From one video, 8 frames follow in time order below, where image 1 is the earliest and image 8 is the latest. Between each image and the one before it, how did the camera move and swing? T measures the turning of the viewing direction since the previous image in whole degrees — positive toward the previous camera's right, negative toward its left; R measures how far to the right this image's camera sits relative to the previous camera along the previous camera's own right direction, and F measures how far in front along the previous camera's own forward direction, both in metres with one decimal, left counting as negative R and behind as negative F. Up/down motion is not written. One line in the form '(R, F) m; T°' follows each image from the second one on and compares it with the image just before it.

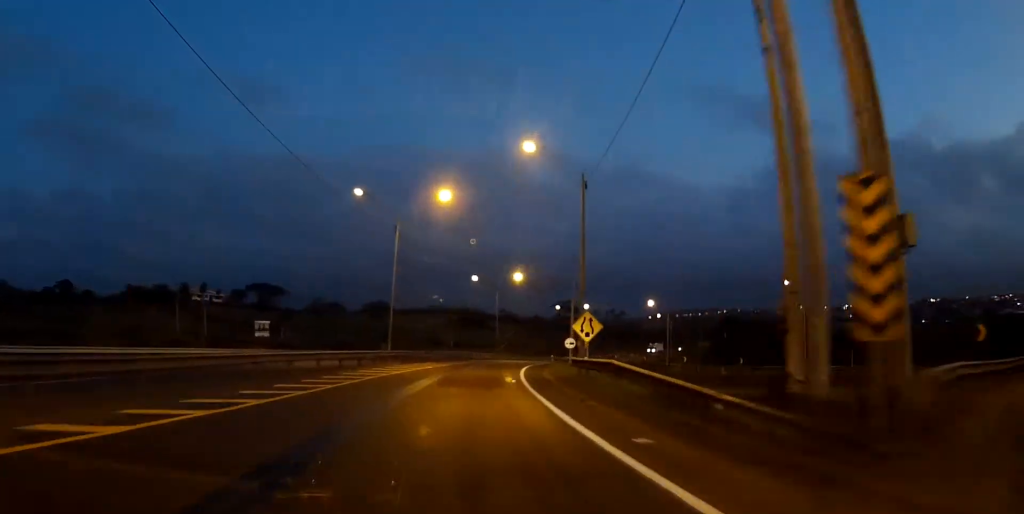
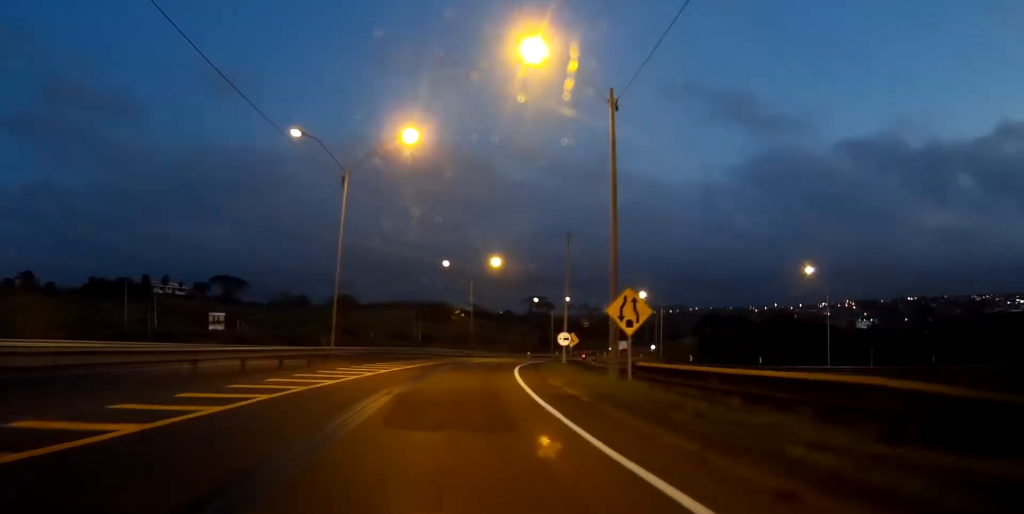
(+0.1, +12.2) m; +3°
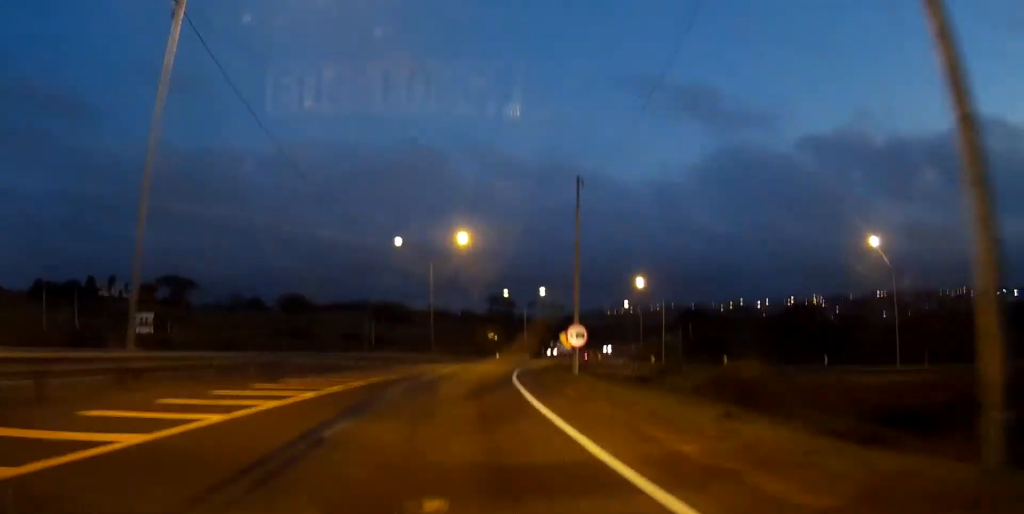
(+0.7, +18.7) m; +3°
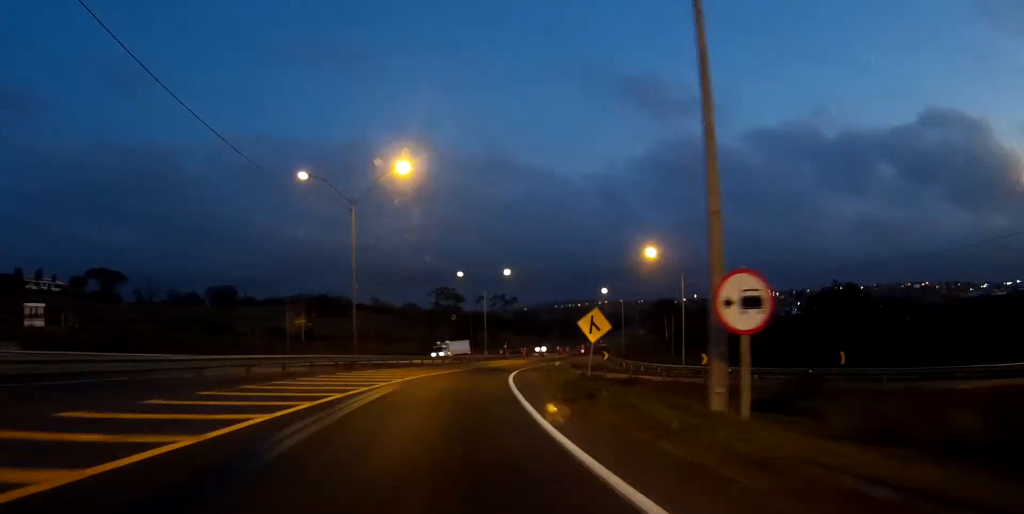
(+0.7, +23.8) m; +4°
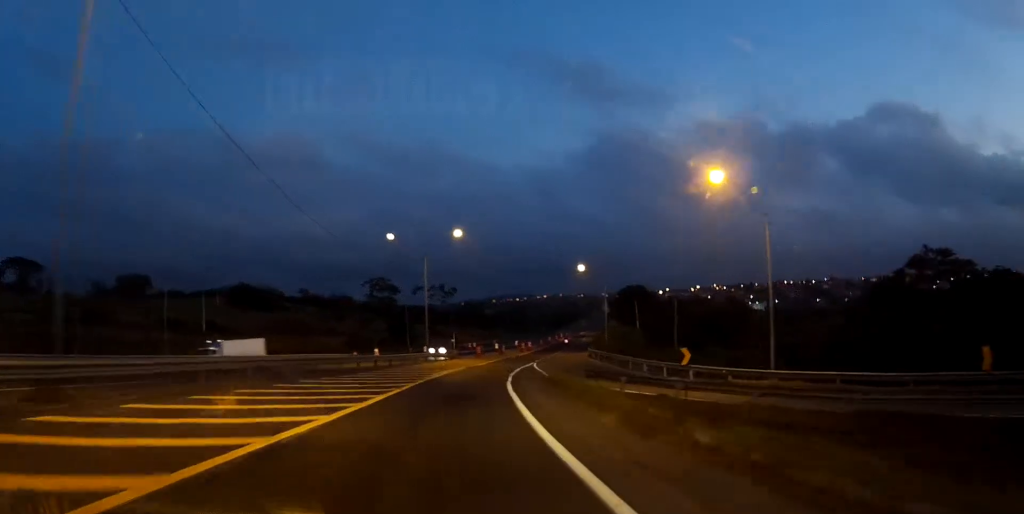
(+1.0, +26.6) m; +5°
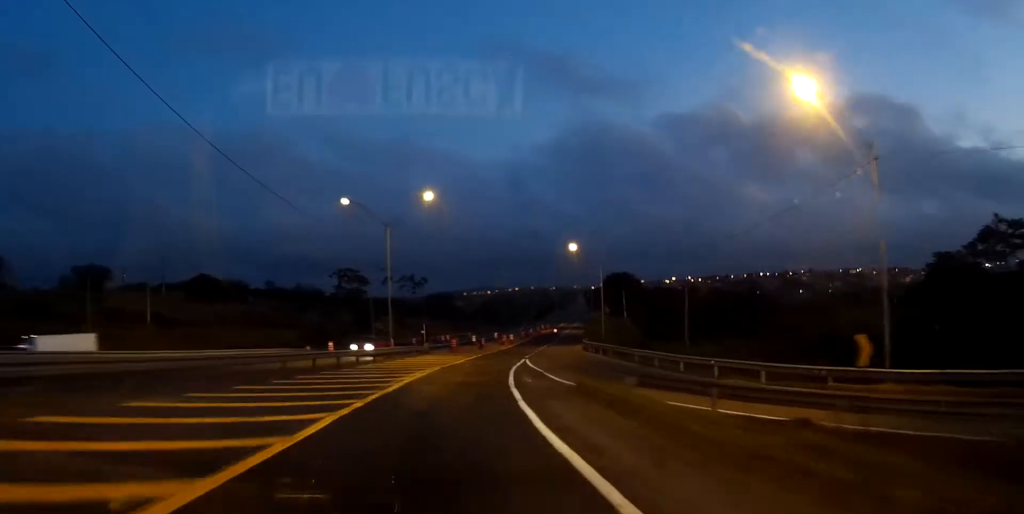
(+0.2, +12.2) m; +2°
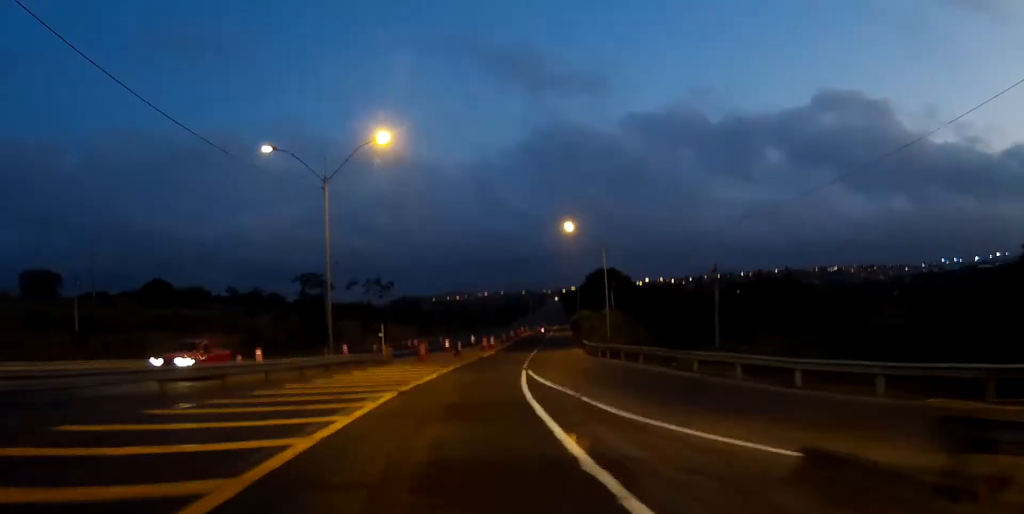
(+0.4, +14.5) m; +3°
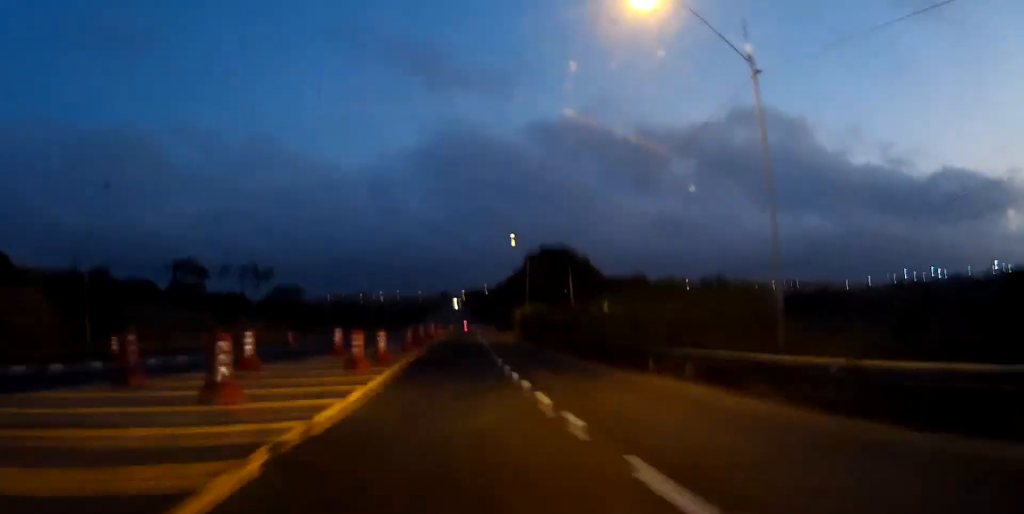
(+2.6, +42.4) m; +6°
